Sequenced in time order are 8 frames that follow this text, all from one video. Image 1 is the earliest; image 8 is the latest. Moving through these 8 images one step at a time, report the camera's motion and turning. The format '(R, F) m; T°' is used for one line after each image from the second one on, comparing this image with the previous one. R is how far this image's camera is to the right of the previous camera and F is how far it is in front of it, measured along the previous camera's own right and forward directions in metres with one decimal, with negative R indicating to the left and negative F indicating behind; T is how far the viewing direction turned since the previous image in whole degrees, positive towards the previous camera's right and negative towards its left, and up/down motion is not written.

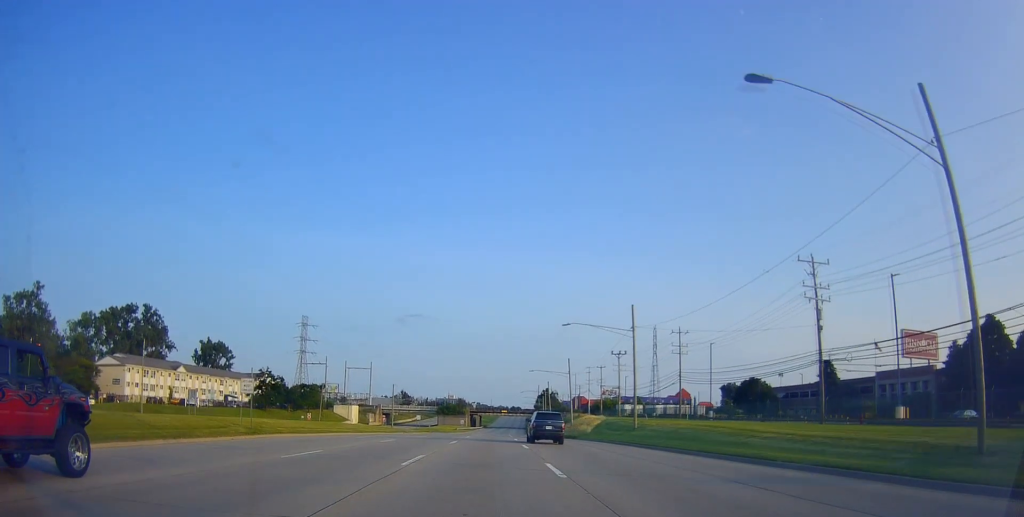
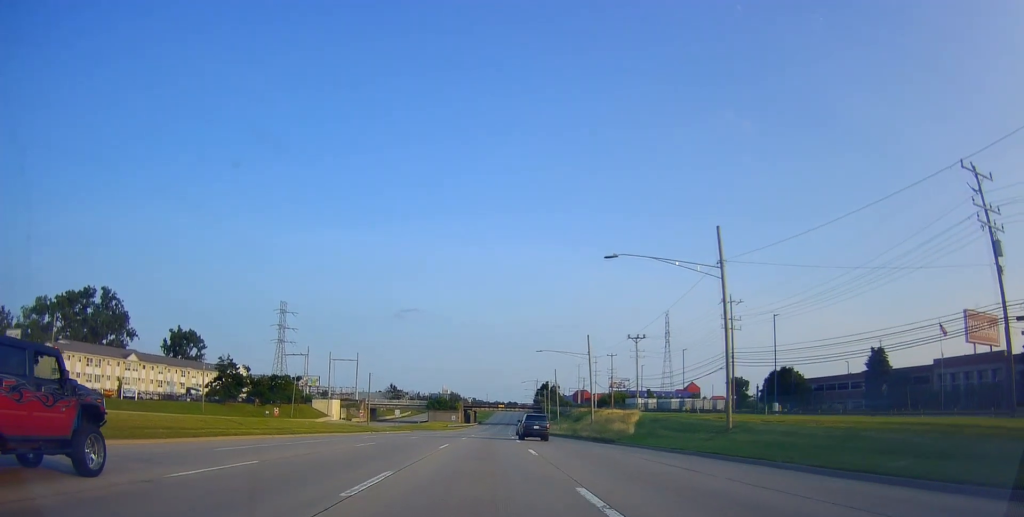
(0.0, +18.9) m; +2°
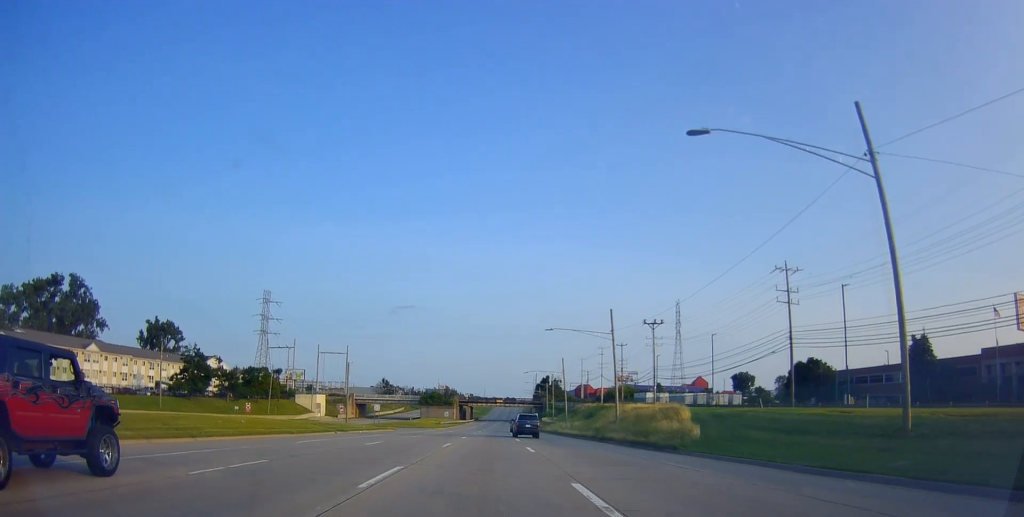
(+0.4, +13.2) m; +1°
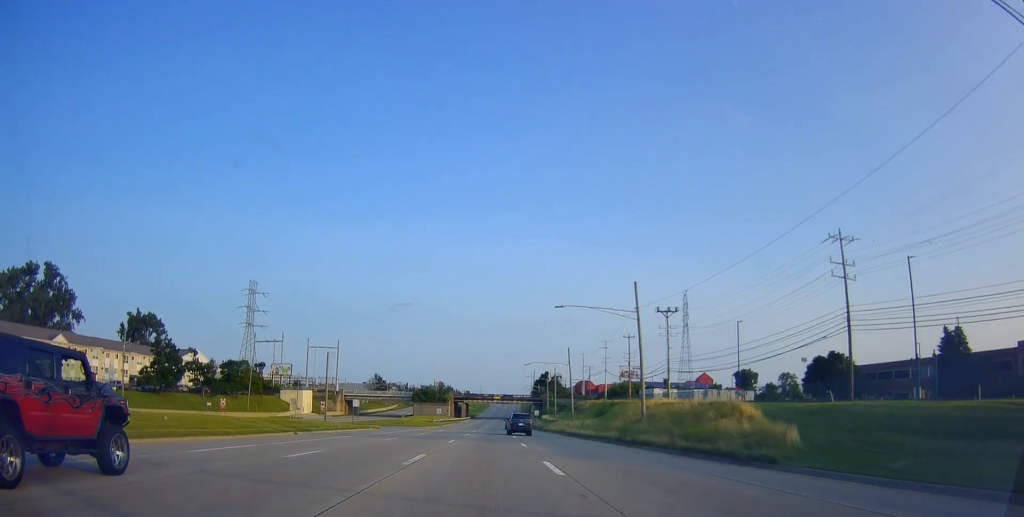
(+0.2, +9.4) m; 0°
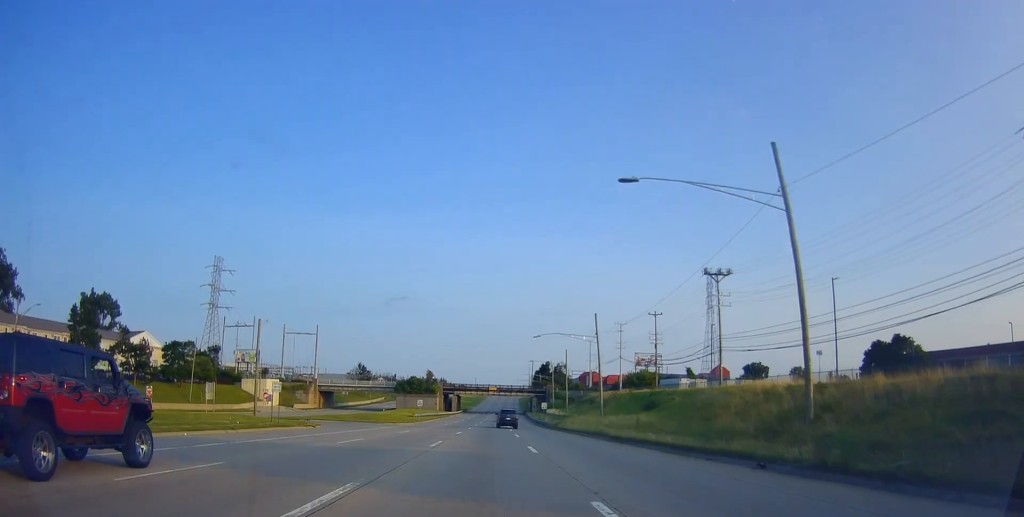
(-0.7, +22.4) m; -3°
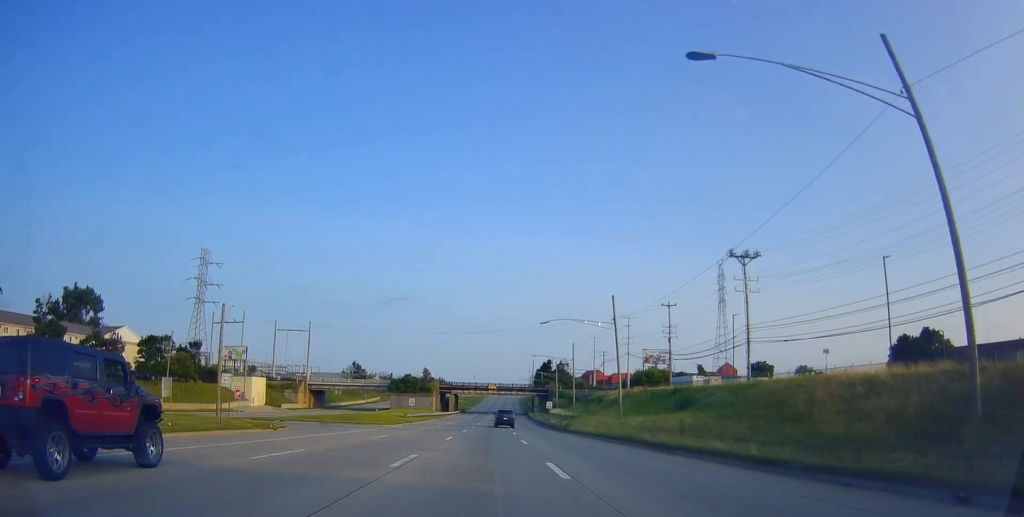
(-0.1, +7.9) m; 0°
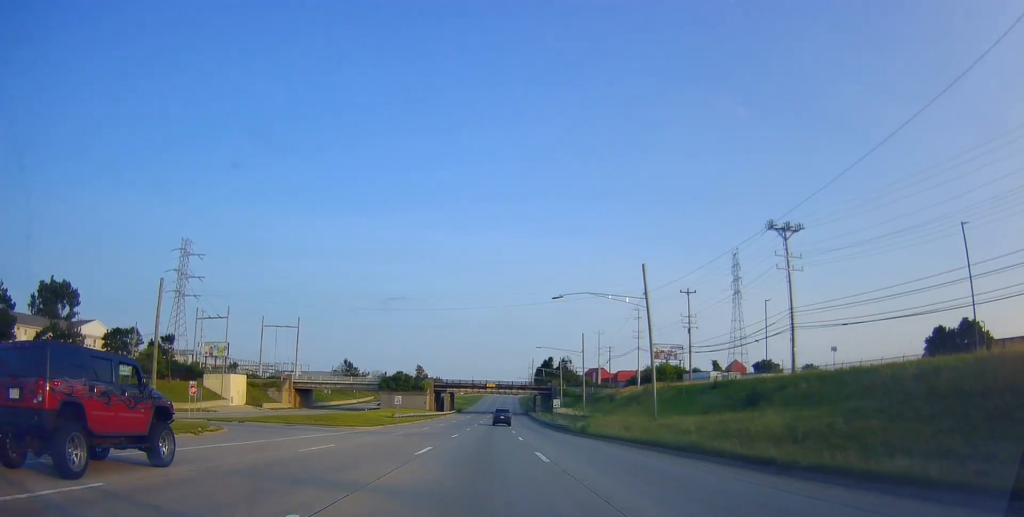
(0.0, +10.2) m; +1°
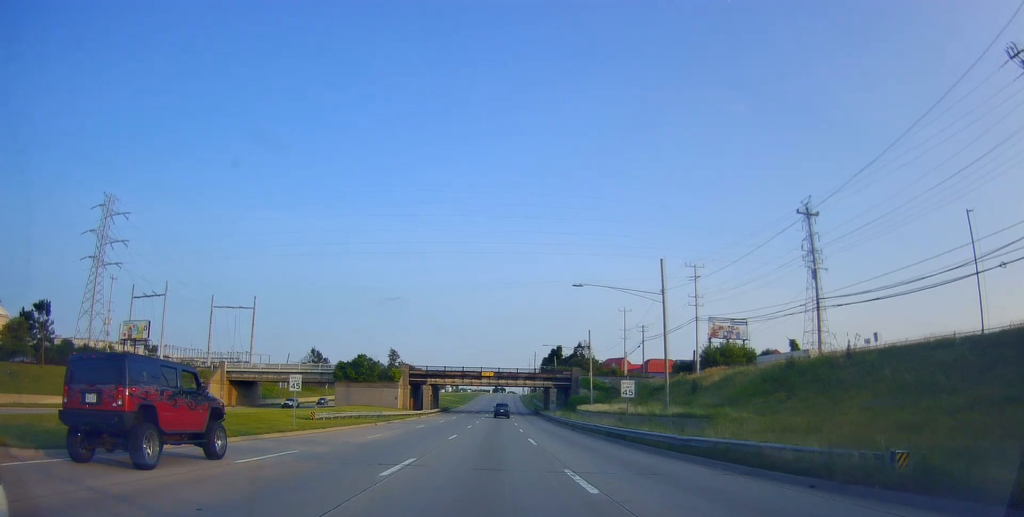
(+0.6, +35.1) m; +1°
